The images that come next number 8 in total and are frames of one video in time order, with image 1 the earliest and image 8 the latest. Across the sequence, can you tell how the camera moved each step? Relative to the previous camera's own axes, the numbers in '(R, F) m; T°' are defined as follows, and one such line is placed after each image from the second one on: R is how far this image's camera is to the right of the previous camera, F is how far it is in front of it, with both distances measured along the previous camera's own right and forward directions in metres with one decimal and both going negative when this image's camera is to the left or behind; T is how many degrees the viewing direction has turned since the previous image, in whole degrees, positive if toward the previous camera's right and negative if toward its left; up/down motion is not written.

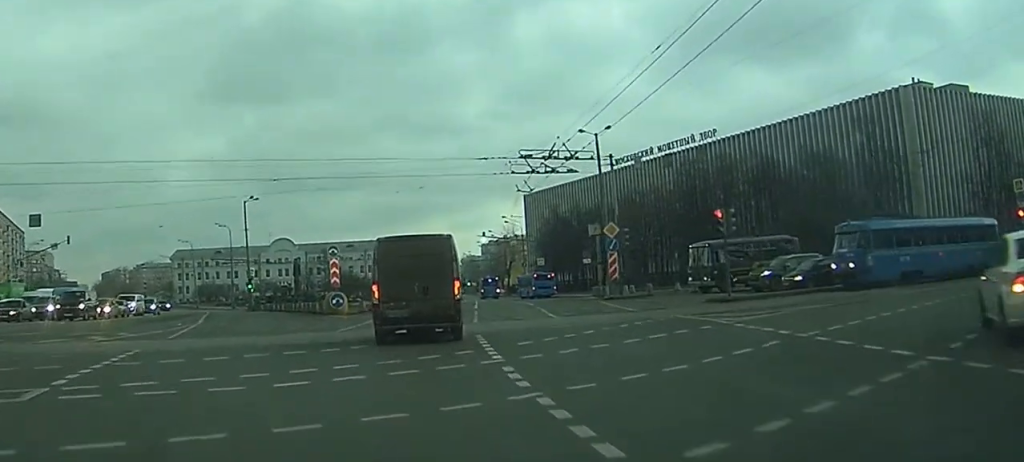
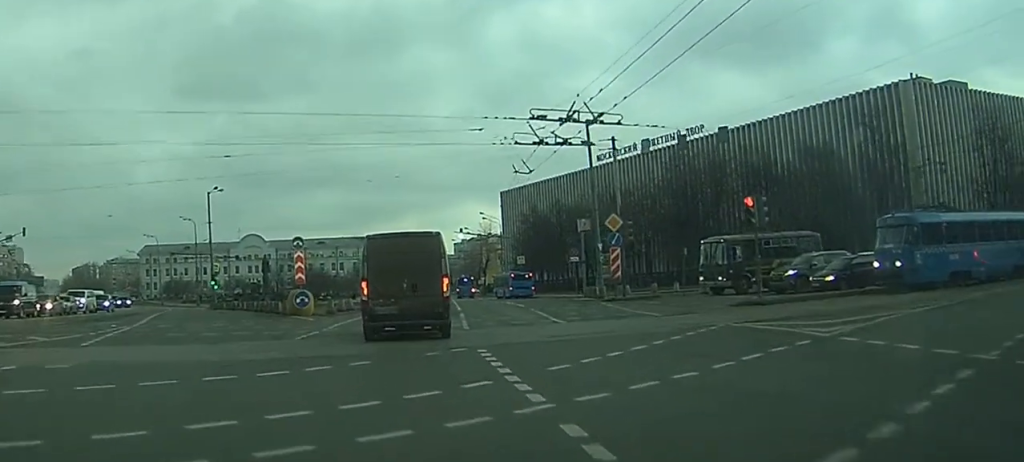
(+0.1, +6.0) m; +2°
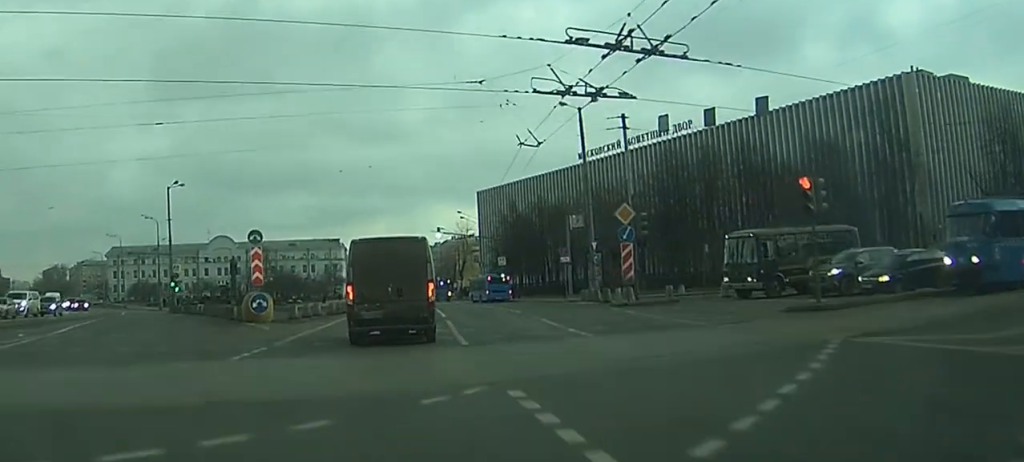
(+0.2, +6.6) m; +2°
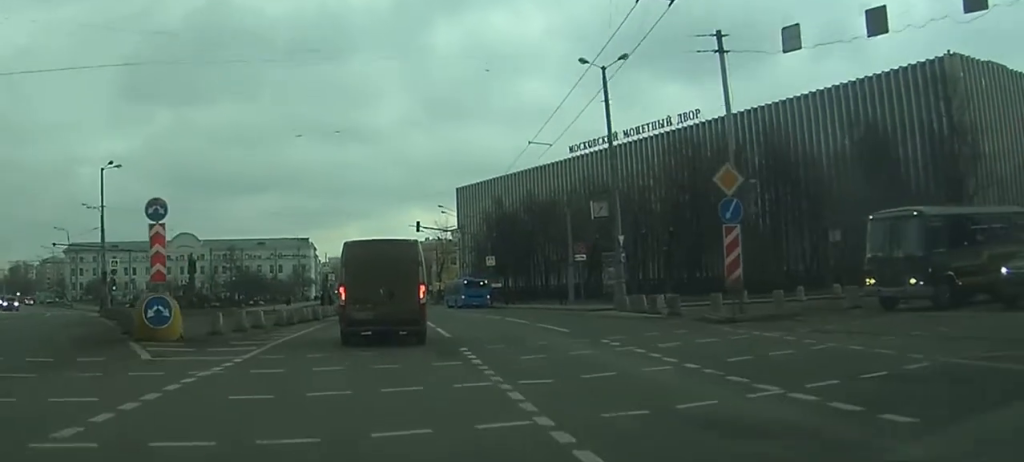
(+0.3, +13.9) m; +2°
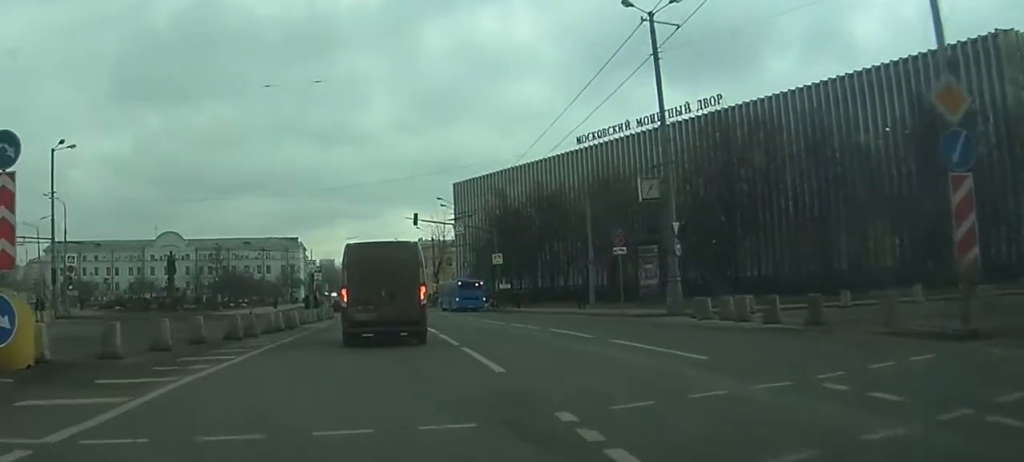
(+0.1, +10.6) m; +1°
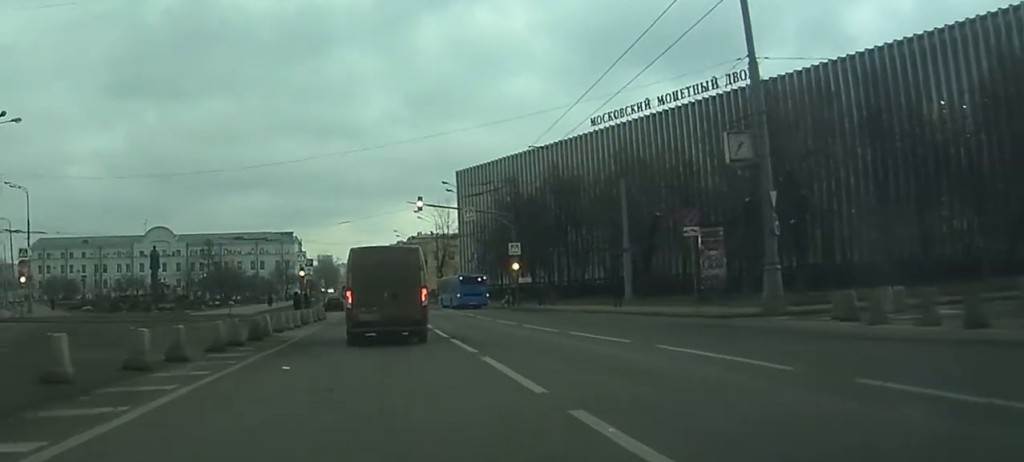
(+0.1, +10.6) m; 0°
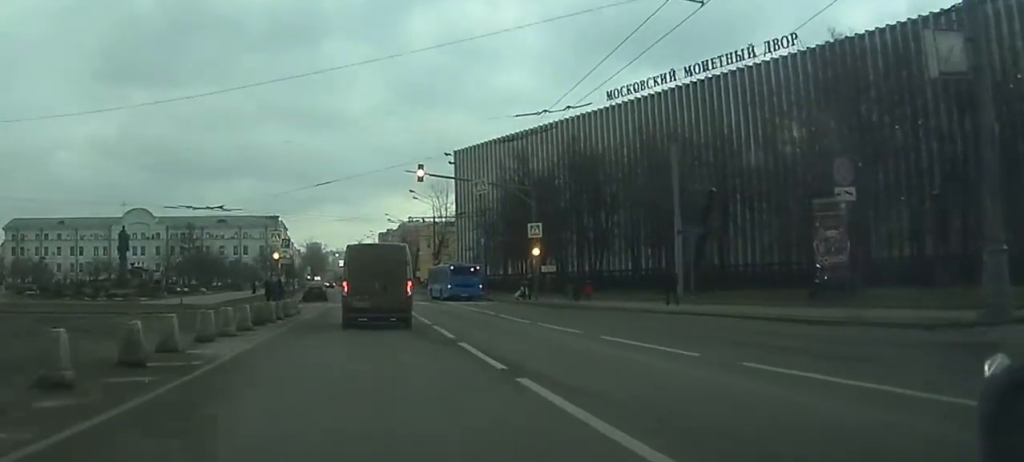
(-0.1, +12.8) m; -1°
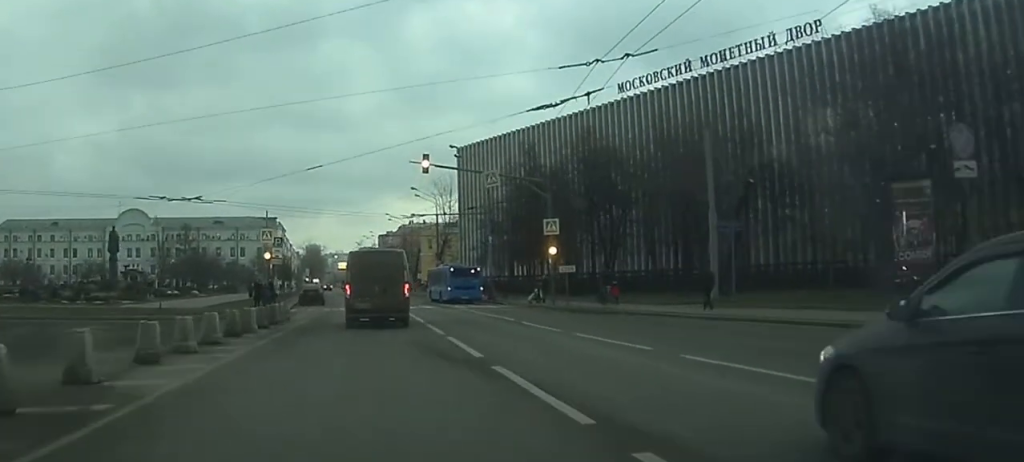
(-0.1, +5.4) m; 0°
